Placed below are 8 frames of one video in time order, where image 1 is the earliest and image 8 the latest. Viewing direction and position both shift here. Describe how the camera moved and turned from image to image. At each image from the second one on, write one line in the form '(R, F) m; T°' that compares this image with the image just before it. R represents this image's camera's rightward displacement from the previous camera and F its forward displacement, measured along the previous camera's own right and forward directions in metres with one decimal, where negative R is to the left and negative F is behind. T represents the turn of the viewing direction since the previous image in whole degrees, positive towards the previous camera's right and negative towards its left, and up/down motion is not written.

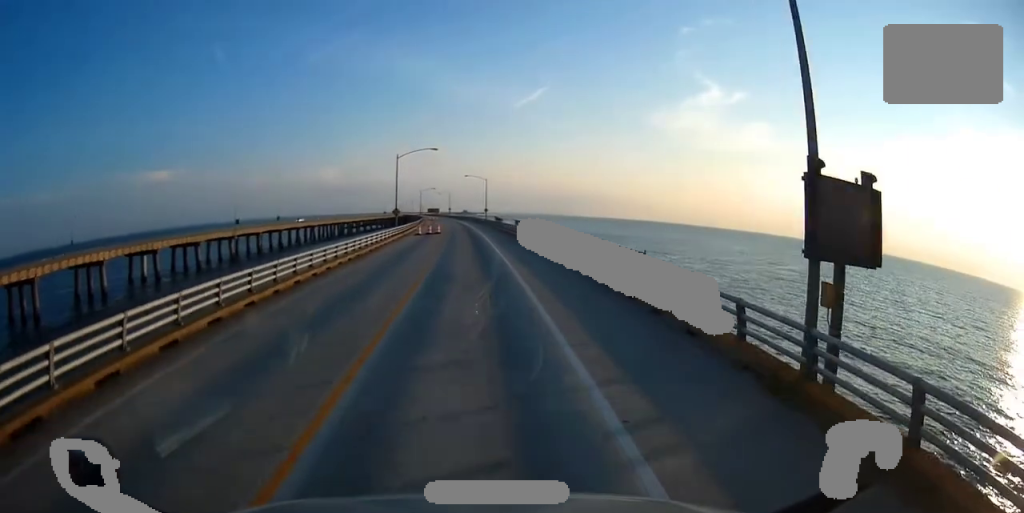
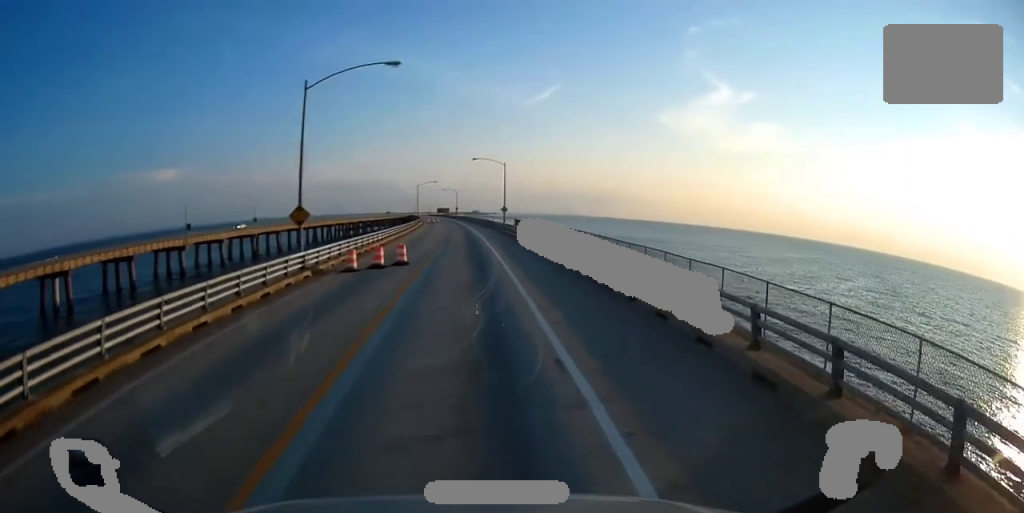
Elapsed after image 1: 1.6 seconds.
(-0.6, +39.6) m; -1°
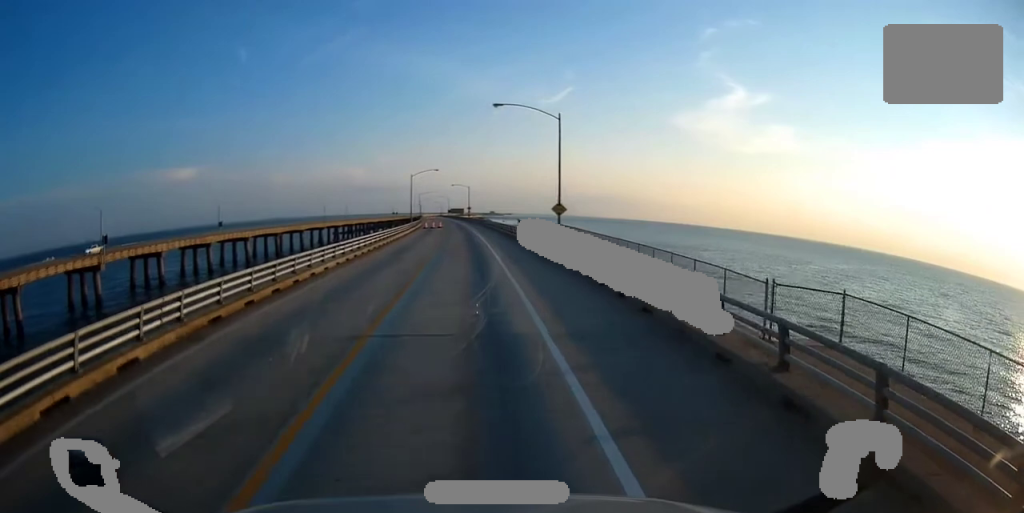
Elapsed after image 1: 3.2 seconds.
(0.0, +42.6) m; -1°
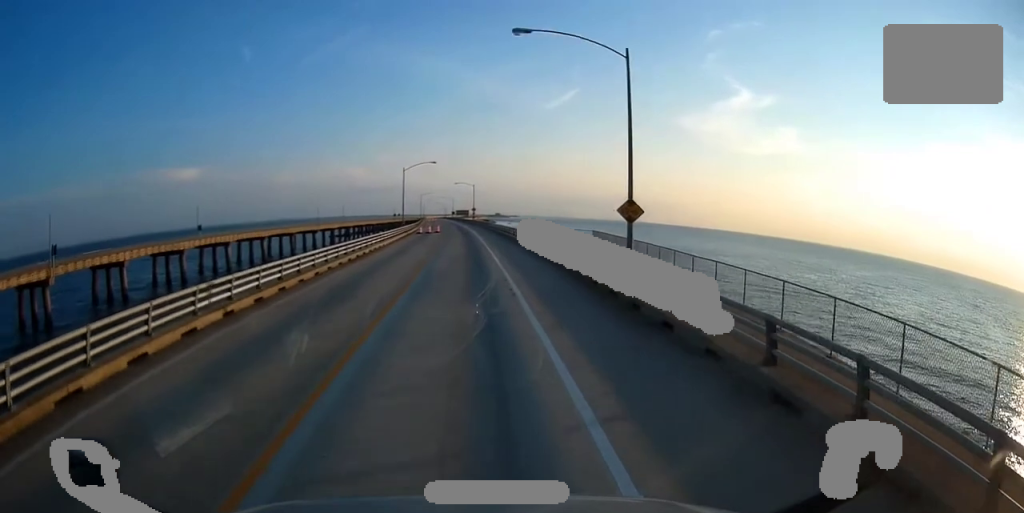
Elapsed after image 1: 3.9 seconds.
(-0.2, +17.2) m; -1°
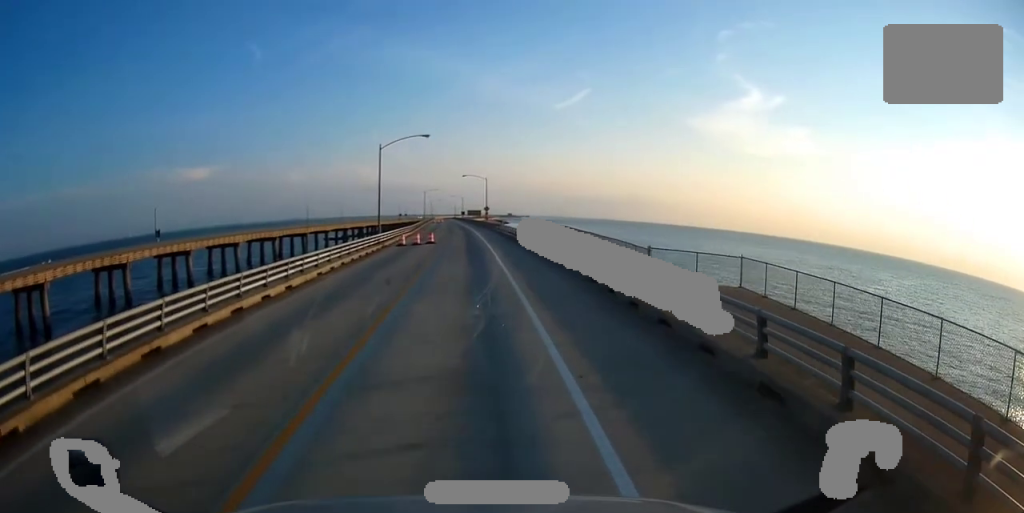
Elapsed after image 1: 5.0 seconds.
(-0.1, +28.3) m; -1°
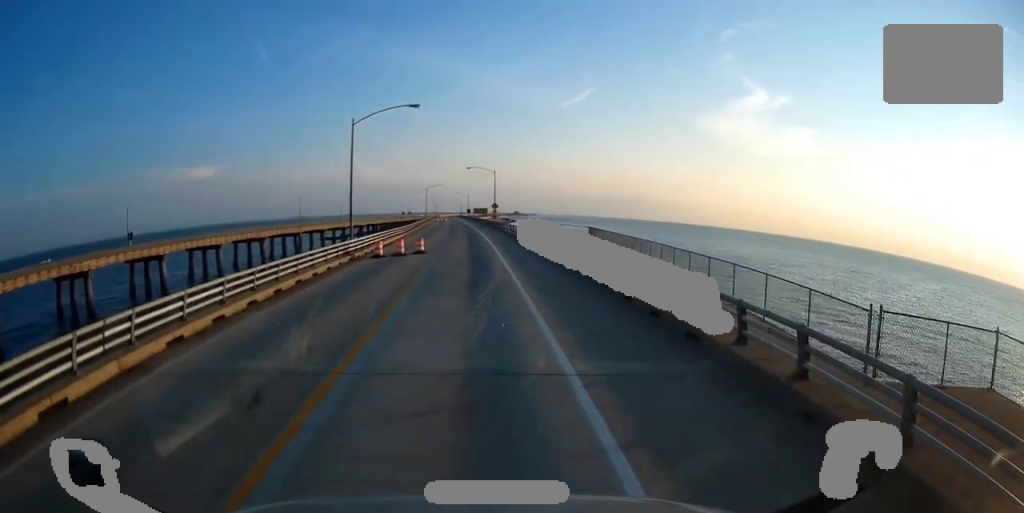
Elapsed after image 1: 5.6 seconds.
(-0.1, +14.1) m; -1°
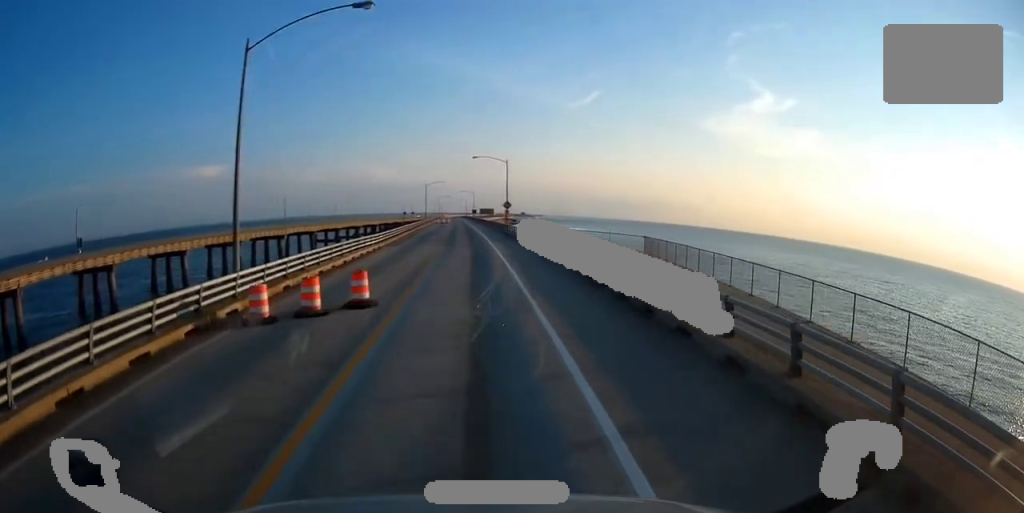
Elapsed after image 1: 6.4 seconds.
(-0.5, +20.0) m; -1°
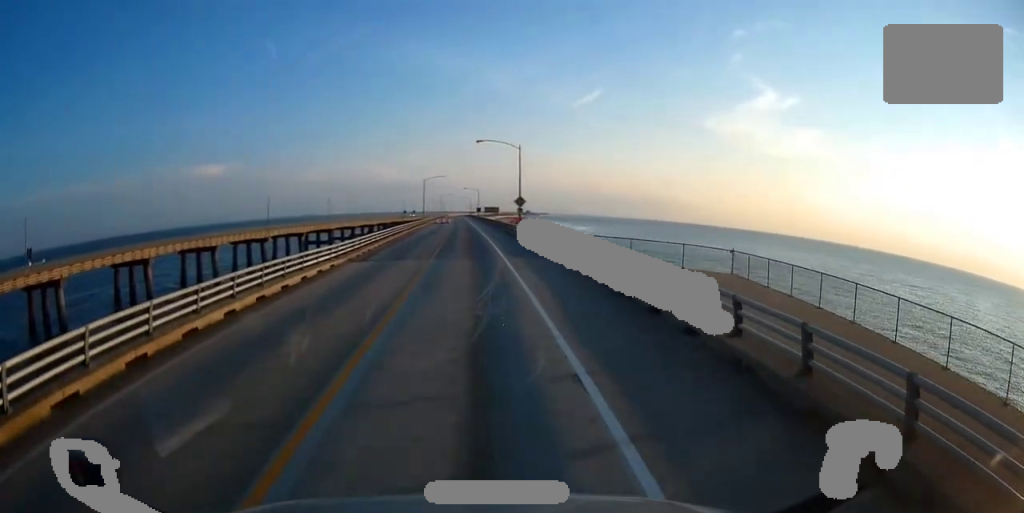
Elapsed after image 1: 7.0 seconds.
(+0.2, +16.0) m; 0°
